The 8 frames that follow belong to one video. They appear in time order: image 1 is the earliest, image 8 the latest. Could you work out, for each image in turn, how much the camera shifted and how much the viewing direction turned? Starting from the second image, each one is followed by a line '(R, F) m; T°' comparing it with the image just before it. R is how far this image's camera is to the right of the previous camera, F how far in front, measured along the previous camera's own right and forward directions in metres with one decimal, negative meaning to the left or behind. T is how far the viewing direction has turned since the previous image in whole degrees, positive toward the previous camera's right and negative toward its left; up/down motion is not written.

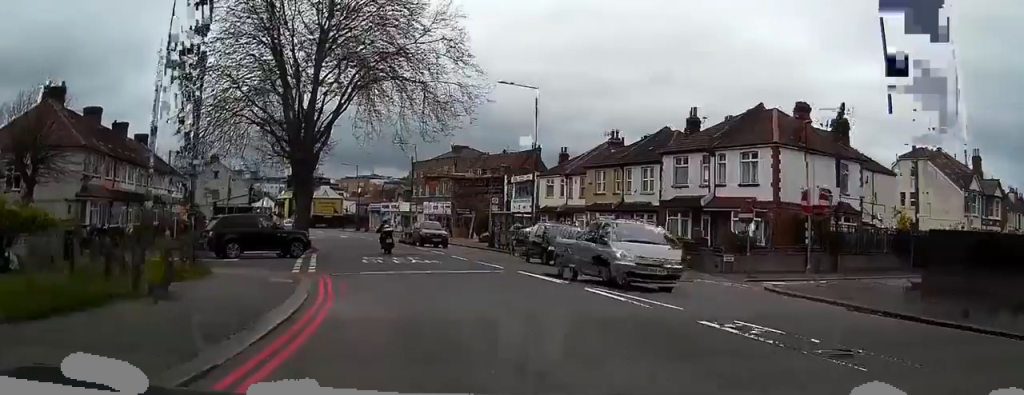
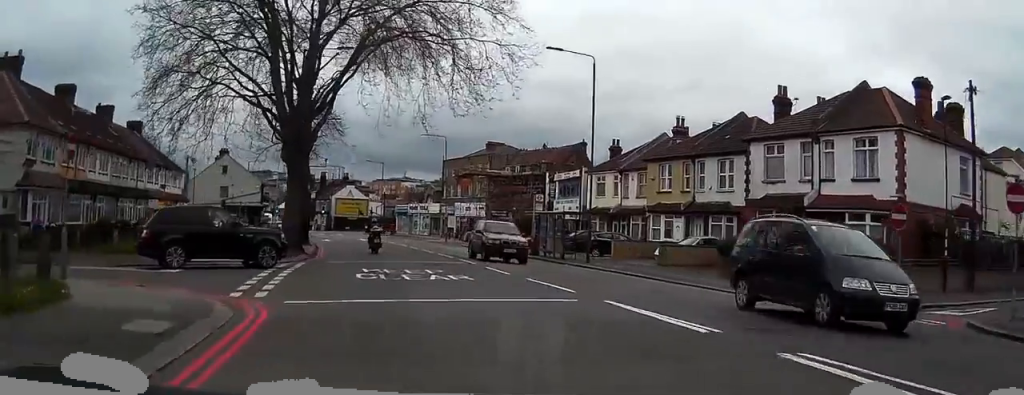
(-0.2, +9.1) m; -3°
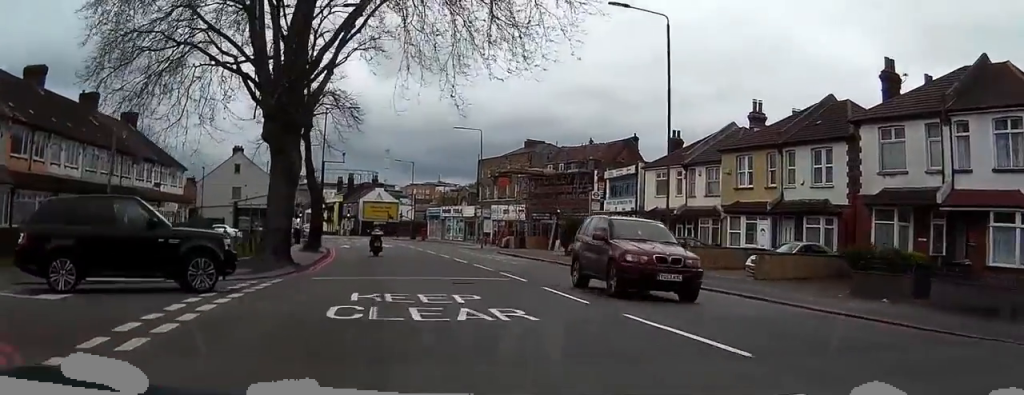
(-0.2, +8.1) m; -2°
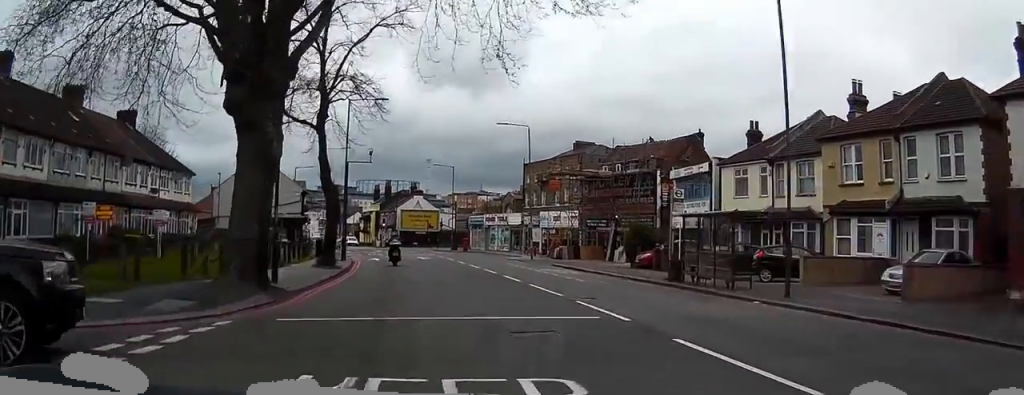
(-0.1, +7.7) m; -2°
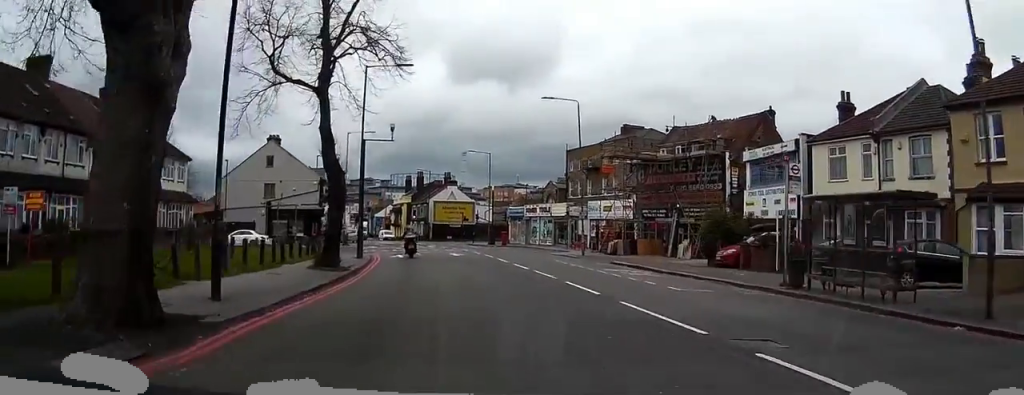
(-0.2, +7.8) m; -2°
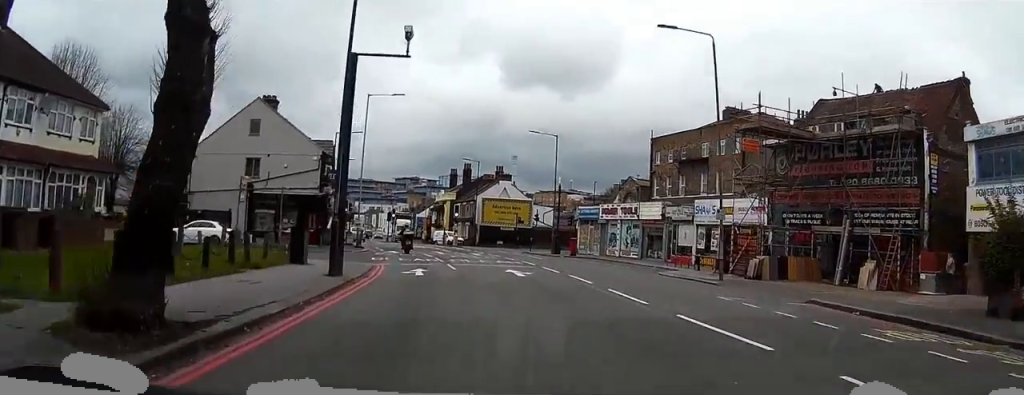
(-0.8, +18.2) m; -6°
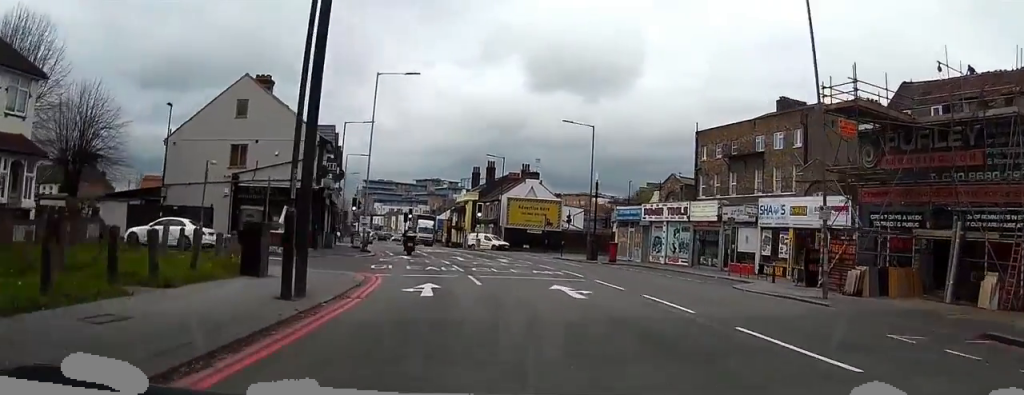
(-0.2, +7.3) m; -1°
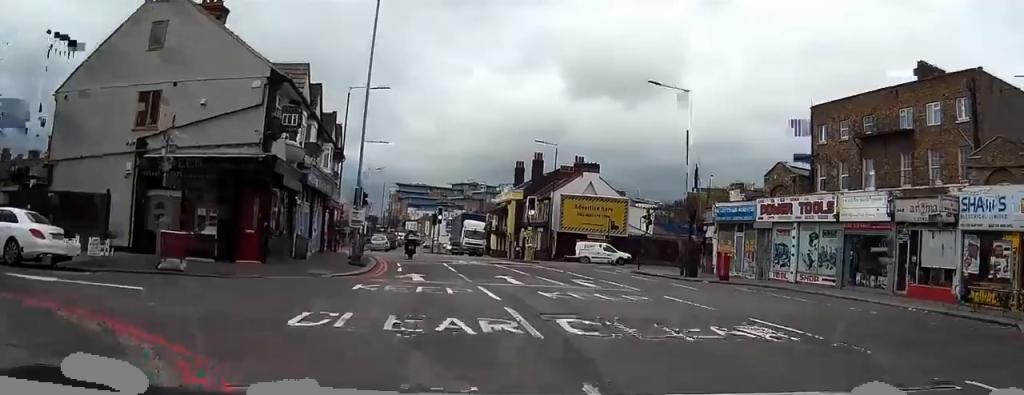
(-0.2, +16.6) m; -3°
